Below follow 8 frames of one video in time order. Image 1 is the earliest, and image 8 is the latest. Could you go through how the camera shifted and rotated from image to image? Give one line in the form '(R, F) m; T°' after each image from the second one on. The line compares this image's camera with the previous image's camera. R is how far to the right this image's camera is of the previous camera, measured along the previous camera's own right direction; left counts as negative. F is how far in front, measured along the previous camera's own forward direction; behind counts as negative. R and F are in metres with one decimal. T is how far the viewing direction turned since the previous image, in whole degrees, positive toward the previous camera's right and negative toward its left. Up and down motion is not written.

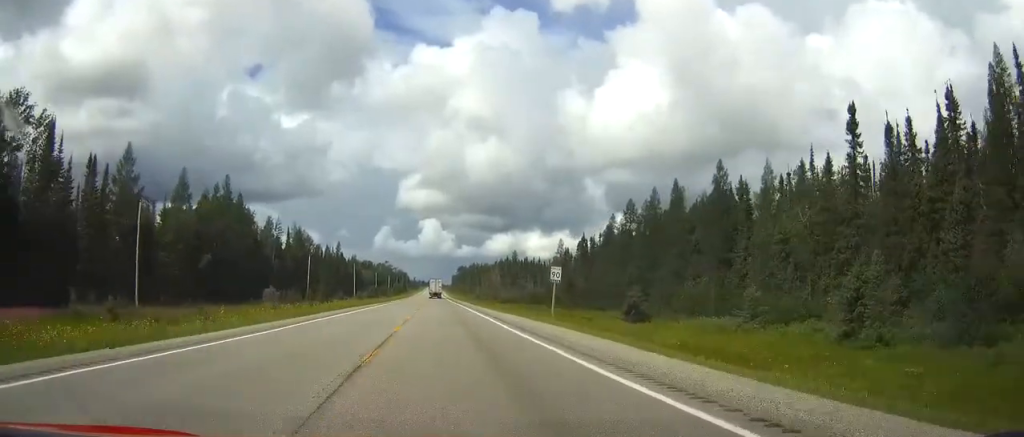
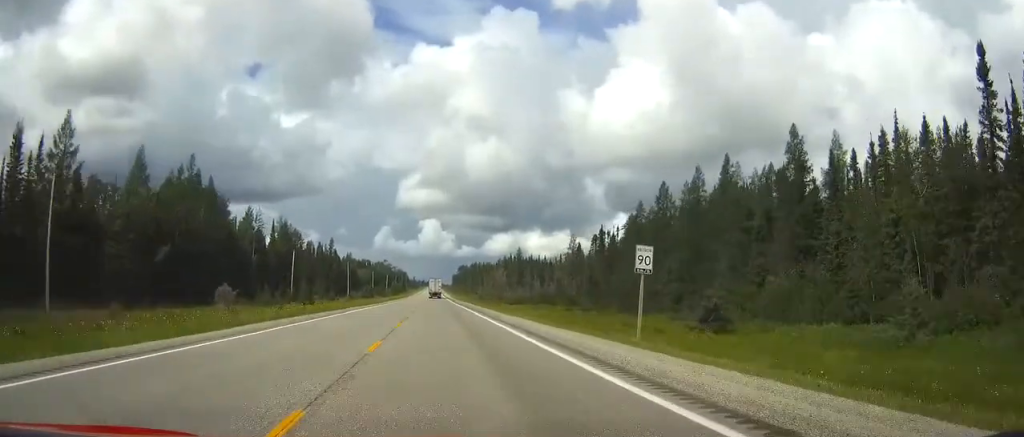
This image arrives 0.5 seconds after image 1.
(0.0, +16.9) m; 0°
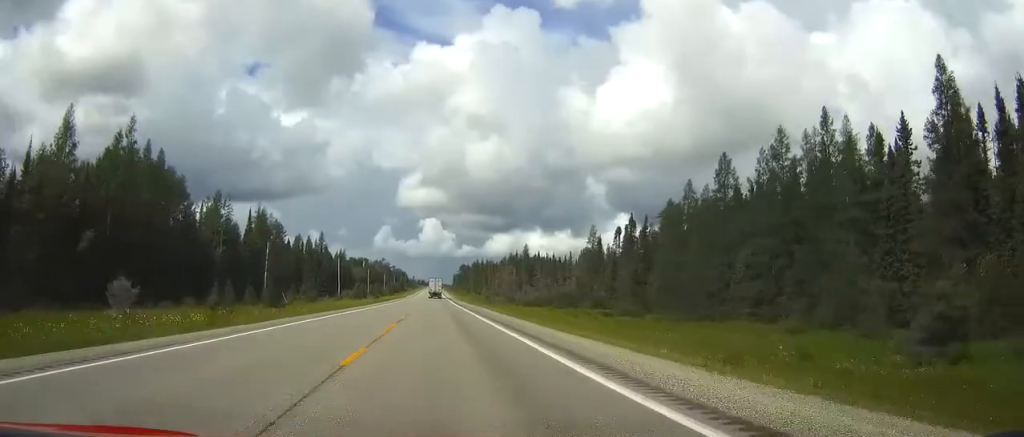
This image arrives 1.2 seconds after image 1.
(+0.1, +21.1) m; 0°
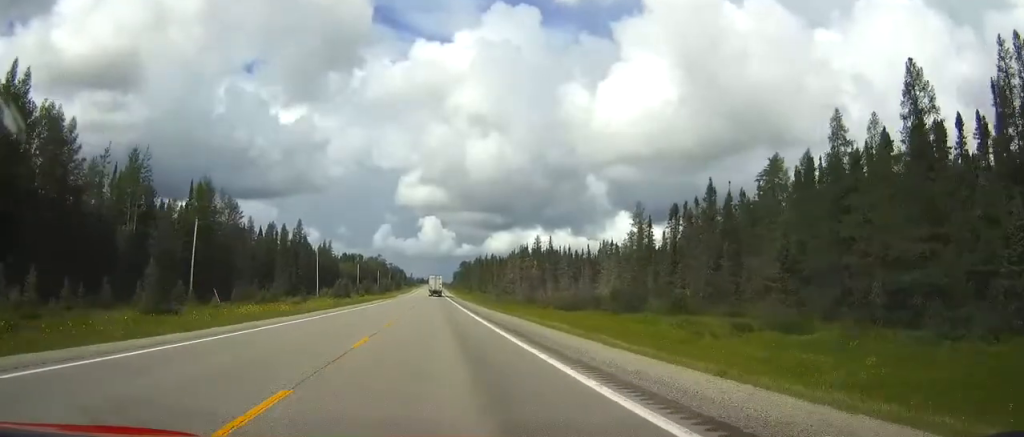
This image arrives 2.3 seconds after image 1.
(+0.2, +34.9) m; 0°
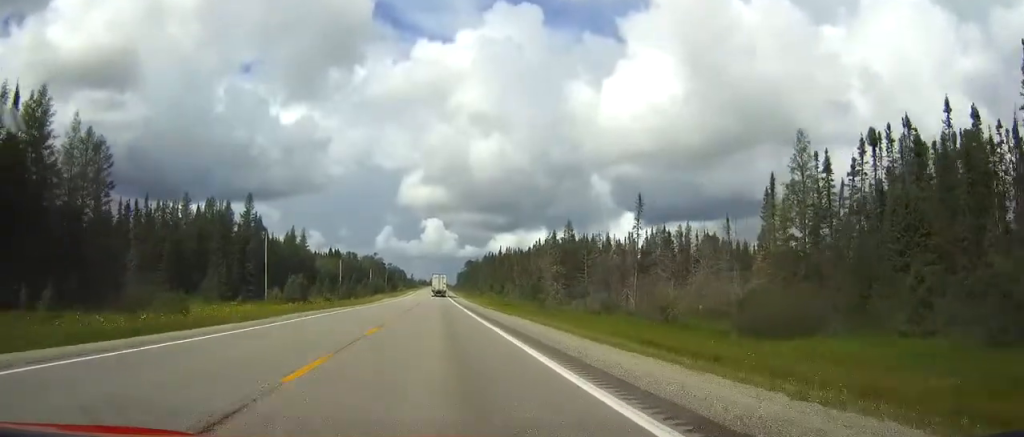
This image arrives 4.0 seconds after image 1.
(-0.3, +53.1) m; 0°
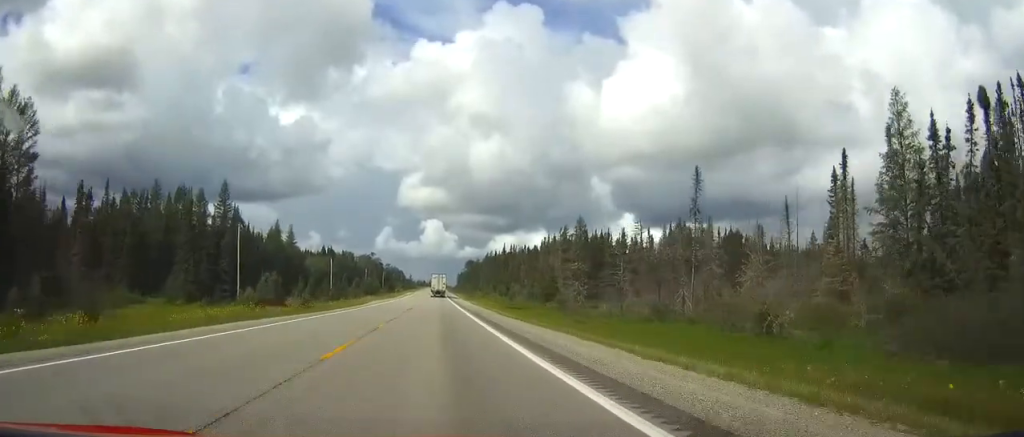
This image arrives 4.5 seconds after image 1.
(0.0, +16.0) m; 0°
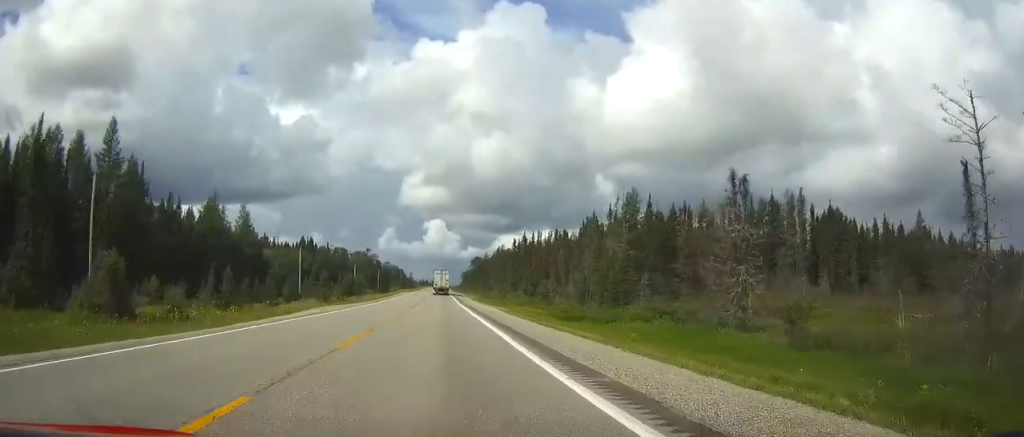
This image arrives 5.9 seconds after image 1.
(-0.3, +46.3) m; -1°
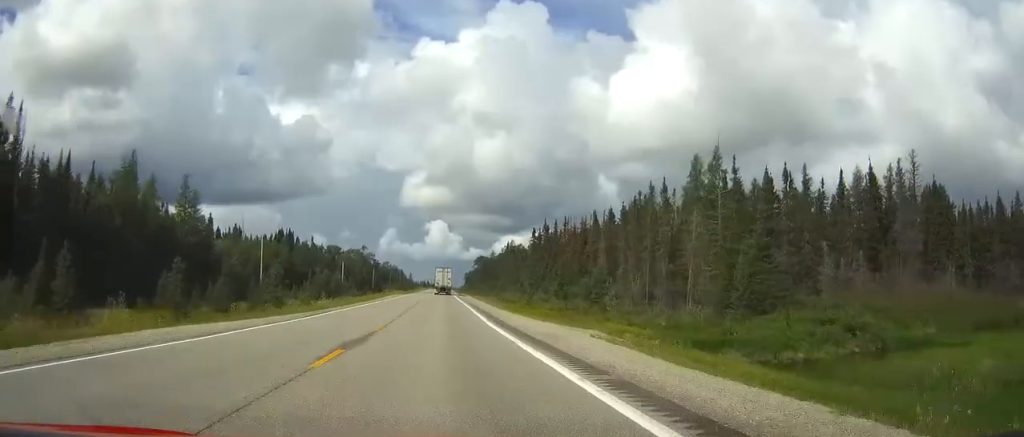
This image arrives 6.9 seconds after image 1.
(0.0, +32.4) m; 0°
